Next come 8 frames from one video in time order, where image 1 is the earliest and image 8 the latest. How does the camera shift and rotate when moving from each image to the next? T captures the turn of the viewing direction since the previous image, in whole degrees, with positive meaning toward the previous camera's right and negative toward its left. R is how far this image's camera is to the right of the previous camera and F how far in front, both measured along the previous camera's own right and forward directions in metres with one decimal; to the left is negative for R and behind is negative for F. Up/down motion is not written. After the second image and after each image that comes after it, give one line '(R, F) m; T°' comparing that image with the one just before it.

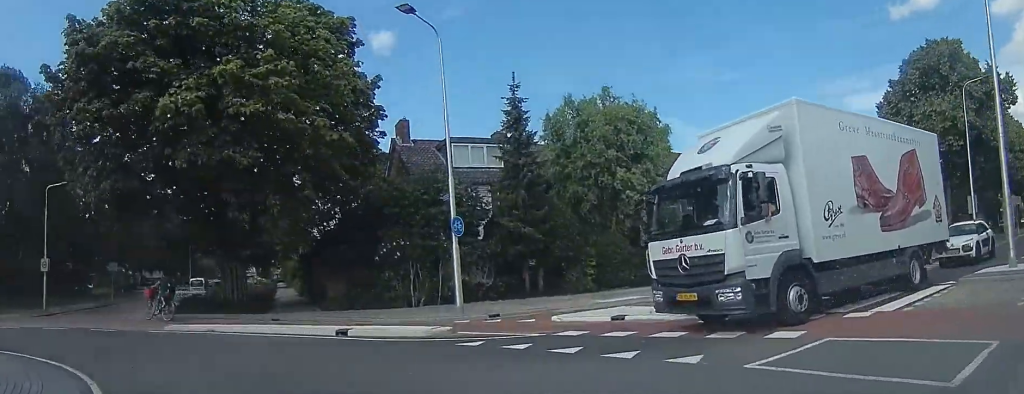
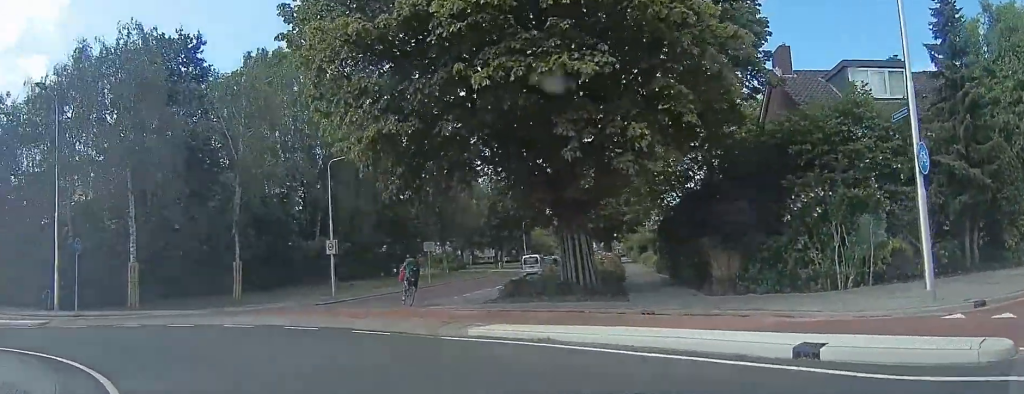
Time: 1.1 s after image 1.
(-1.8, +5.0) m; -38°
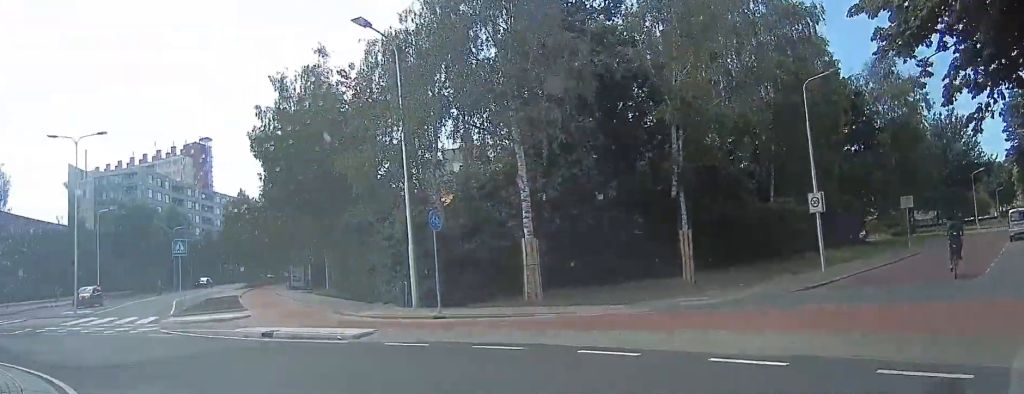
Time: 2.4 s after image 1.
(-2.4, +6.8) m; -42°
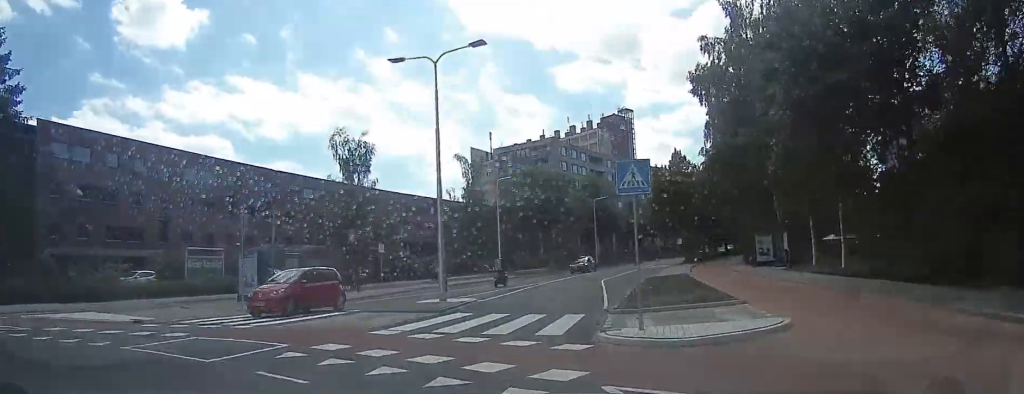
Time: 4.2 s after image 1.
(-5.9, +8.6) m; -49°
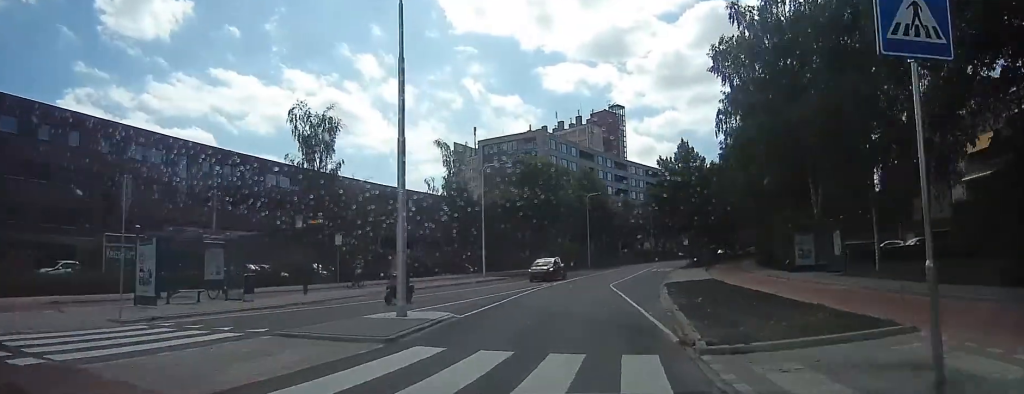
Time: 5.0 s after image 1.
(-0.1, +6.1) m; 0°
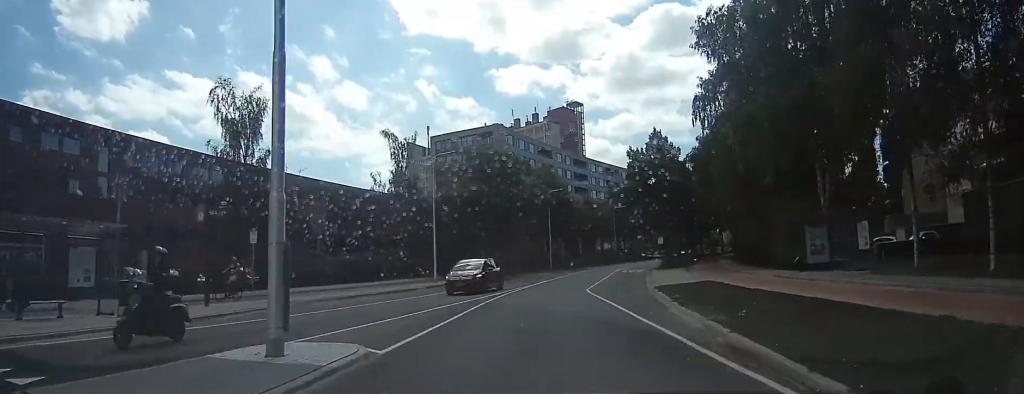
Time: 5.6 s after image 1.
(+0.1, +4.7) m; +1°
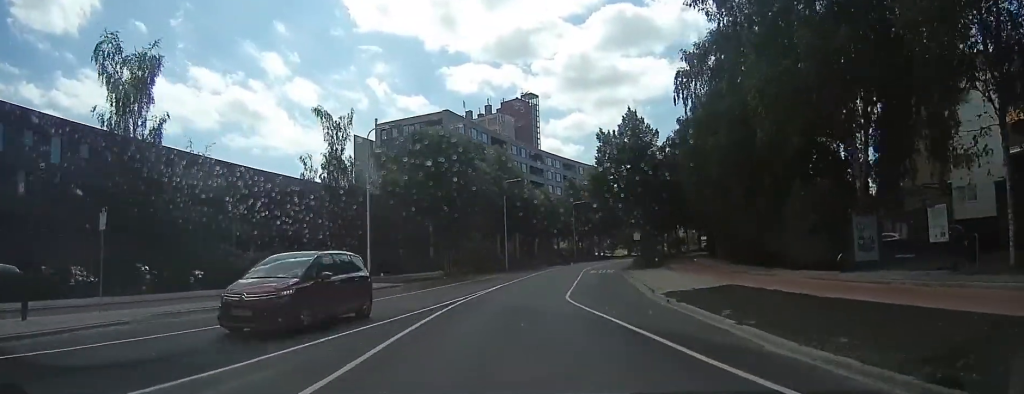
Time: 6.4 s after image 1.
(0.0, +6.5) m; +1°
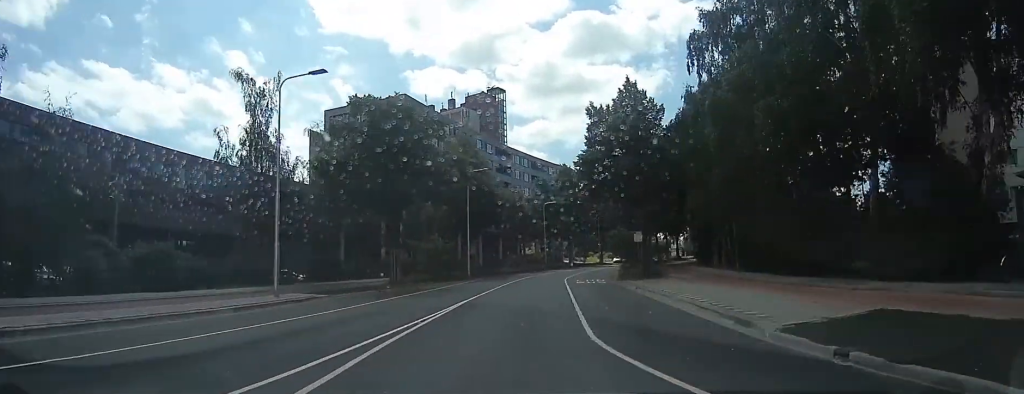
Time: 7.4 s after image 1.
(+0.1, +9.0) m; +9°
